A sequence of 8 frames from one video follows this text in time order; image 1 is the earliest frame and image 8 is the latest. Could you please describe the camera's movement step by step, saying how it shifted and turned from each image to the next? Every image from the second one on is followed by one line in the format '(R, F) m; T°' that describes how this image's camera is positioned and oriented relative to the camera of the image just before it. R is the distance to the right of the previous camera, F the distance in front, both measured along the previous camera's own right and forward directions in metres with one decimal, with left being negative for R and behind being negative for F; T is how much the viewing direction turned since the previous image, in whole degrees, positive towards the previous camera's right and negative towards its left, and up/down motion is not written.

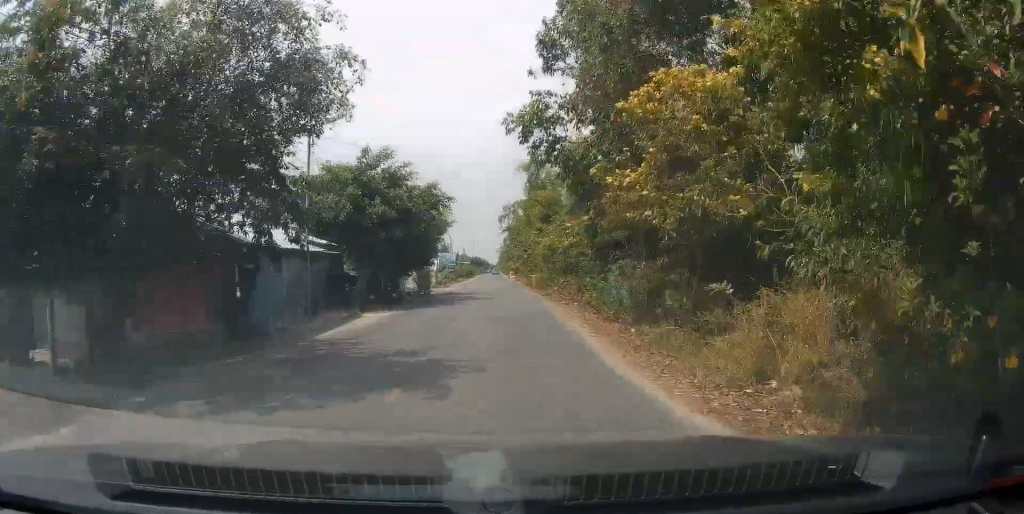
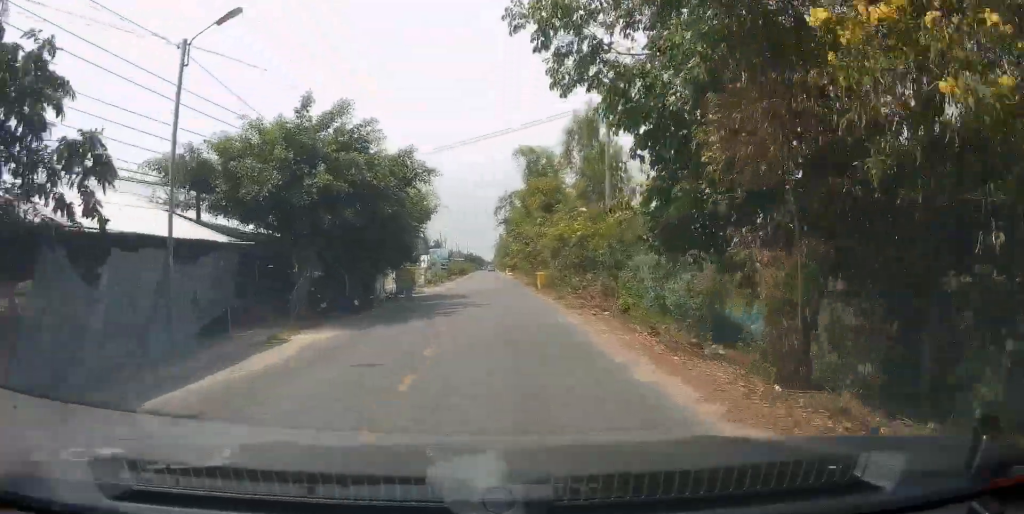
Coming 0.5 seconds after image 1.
(-0.3, +7.8) m; -1°
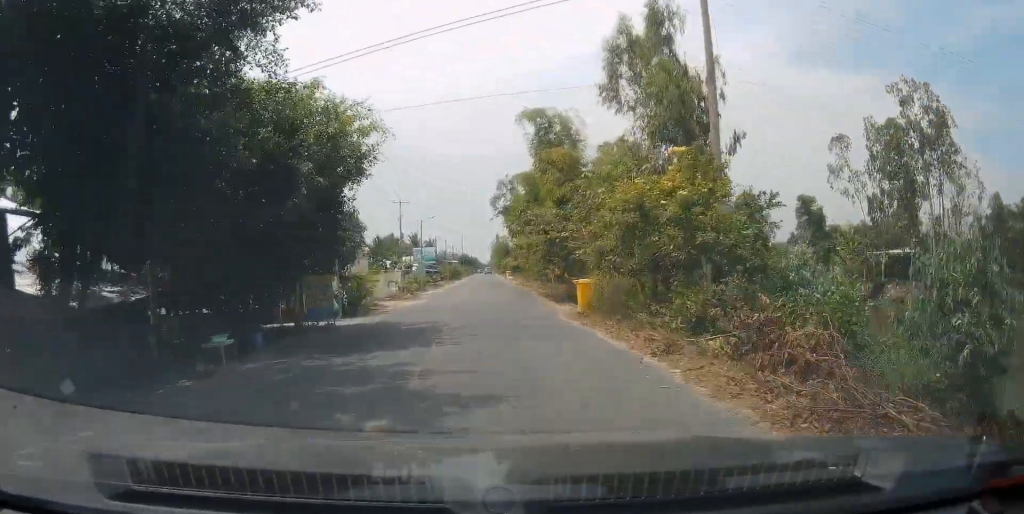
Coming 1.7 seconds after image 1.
(-0.4, +17.1) m; +1°
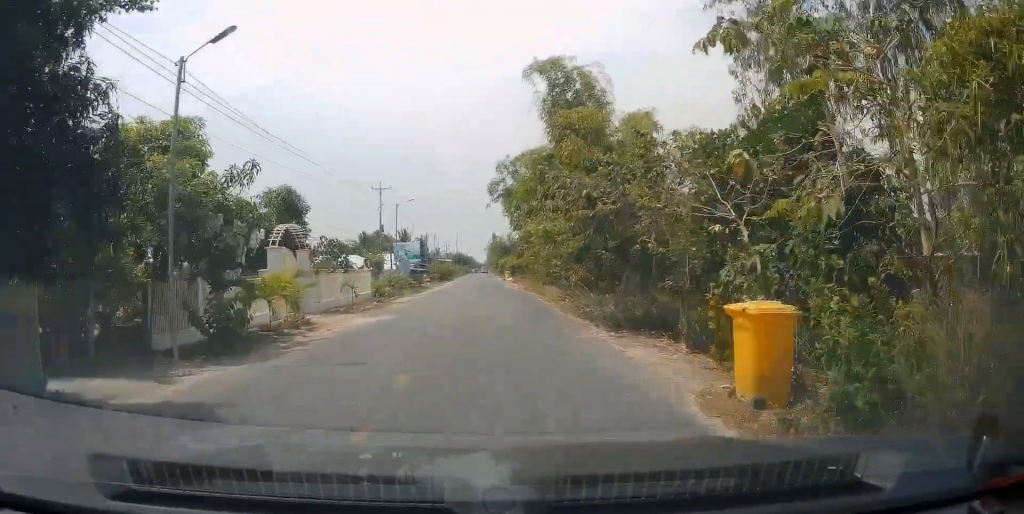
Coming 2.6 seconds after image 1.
(+0.3, +12.9) m; +2°
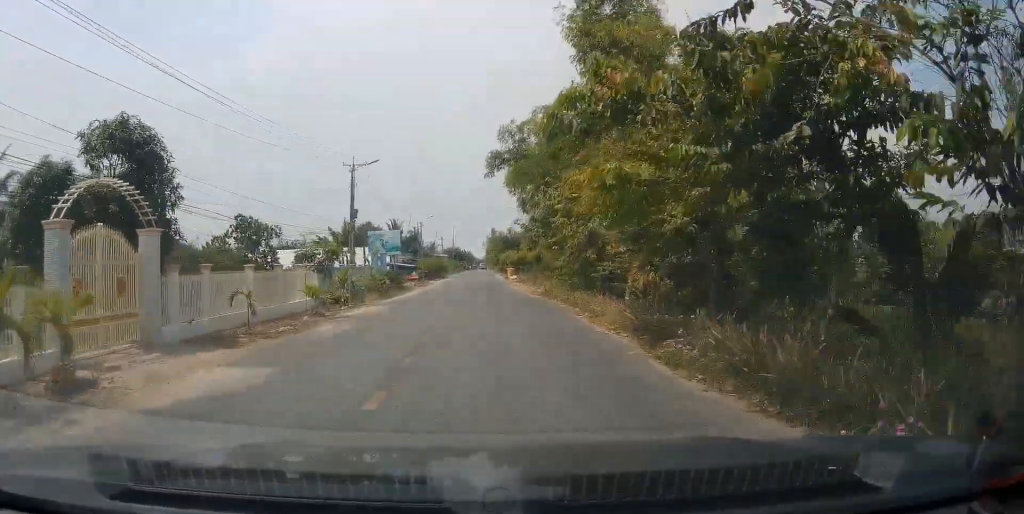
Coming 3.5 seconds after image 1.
(+0.1, +13.0) m; 0°
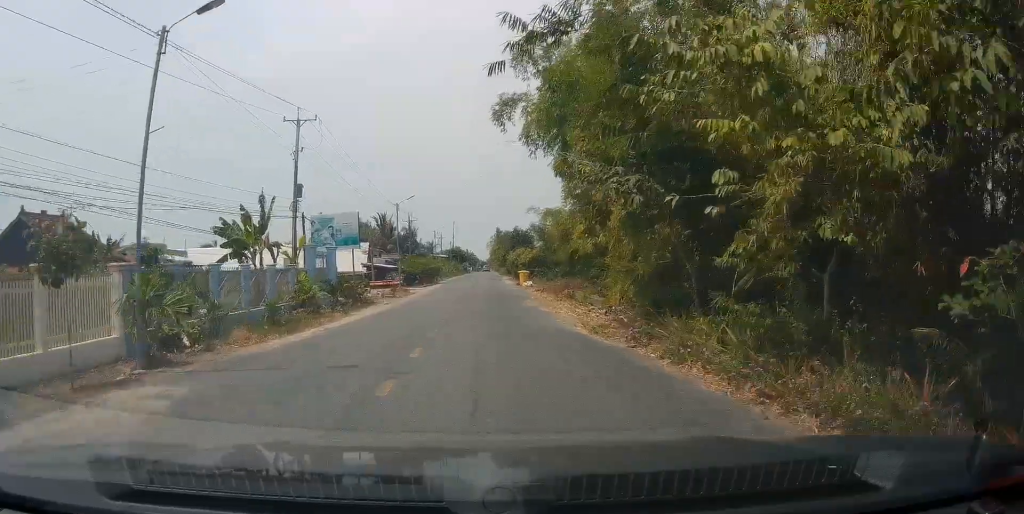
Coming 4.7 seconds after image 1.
(-0.1, +17.6) m; -1°
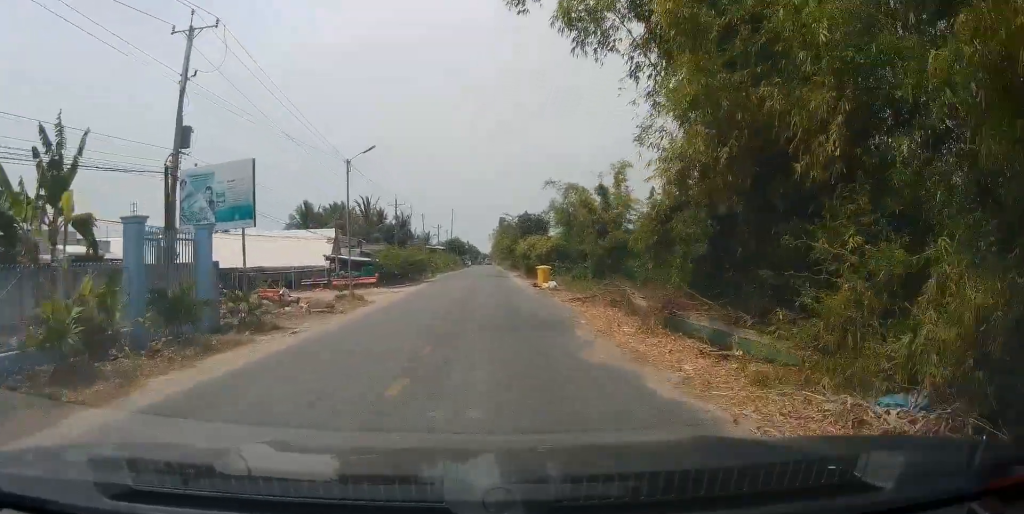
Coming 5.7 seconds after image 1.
(0.0, +14.9) m; +2°
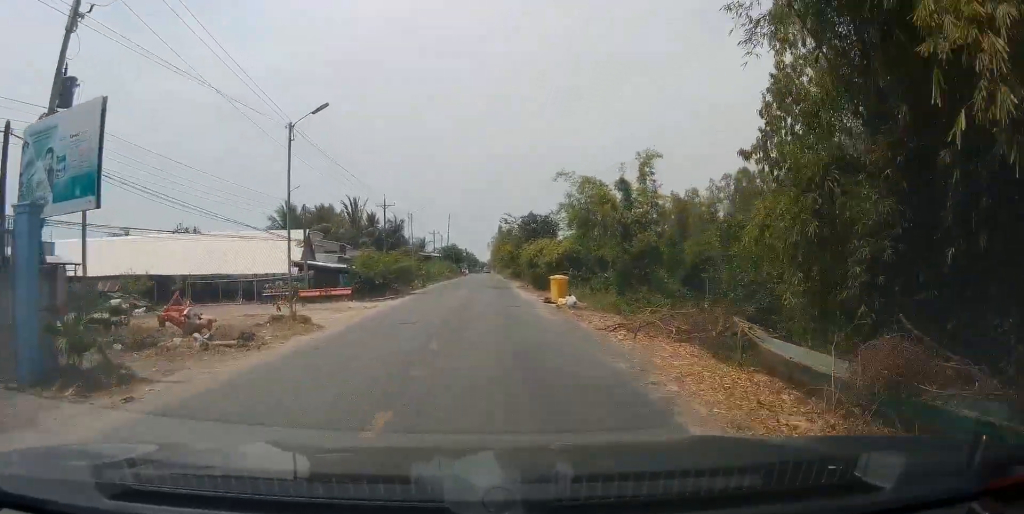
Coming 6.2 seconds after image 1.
(+0.1, +7.4) m; +2°
